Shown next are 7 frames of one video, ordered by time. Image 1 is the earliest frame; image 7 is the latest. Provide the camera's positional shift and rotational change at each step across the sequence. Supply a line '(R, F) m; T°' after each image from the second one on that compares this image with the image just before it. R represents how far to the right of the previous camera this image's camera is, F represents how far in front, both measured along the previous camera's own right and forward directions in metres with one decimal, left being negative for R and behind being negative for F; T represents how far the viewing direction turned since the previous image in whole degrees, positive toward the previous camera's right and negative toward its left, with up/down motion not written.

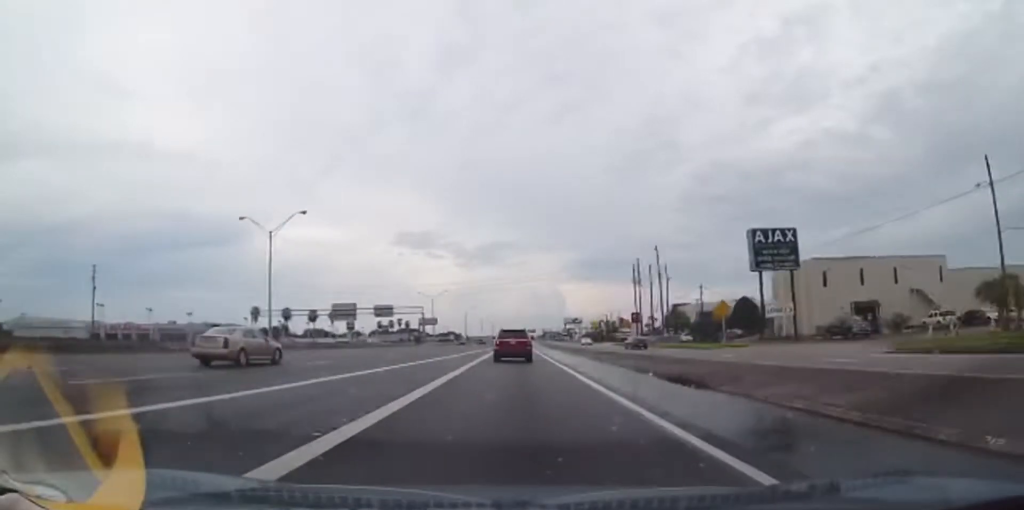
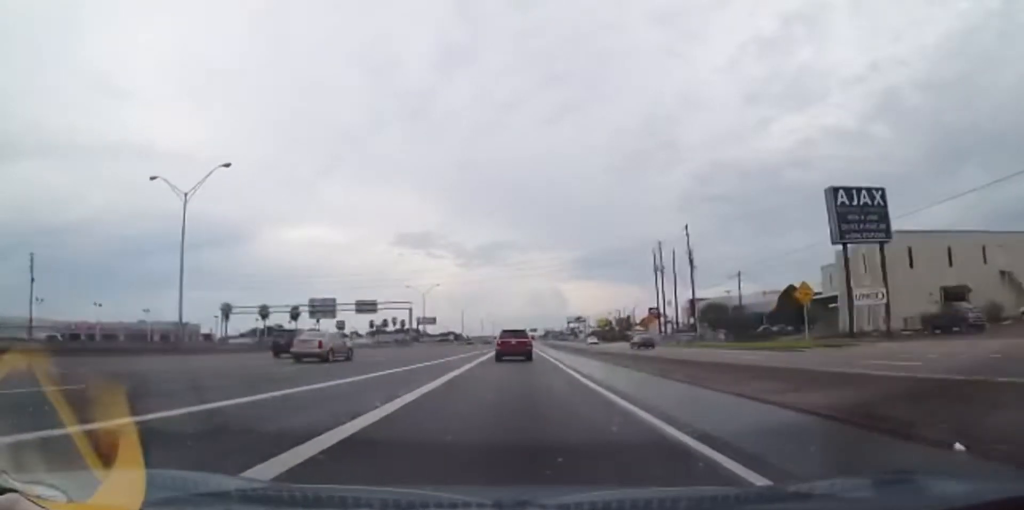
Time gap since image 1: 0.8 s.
(+0.2, +15.5) m; 0°
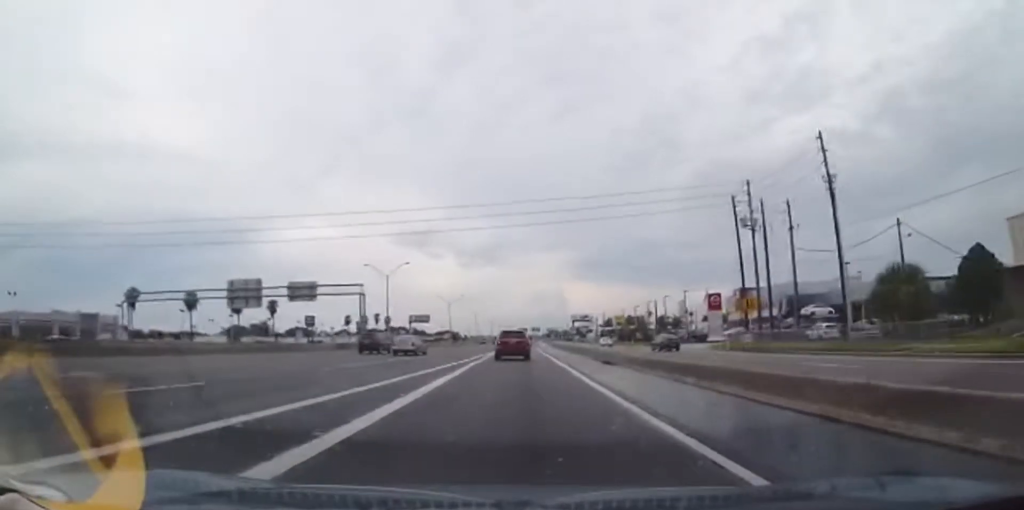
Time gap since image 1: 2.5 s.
(-0.6, +34.2) m; -1°
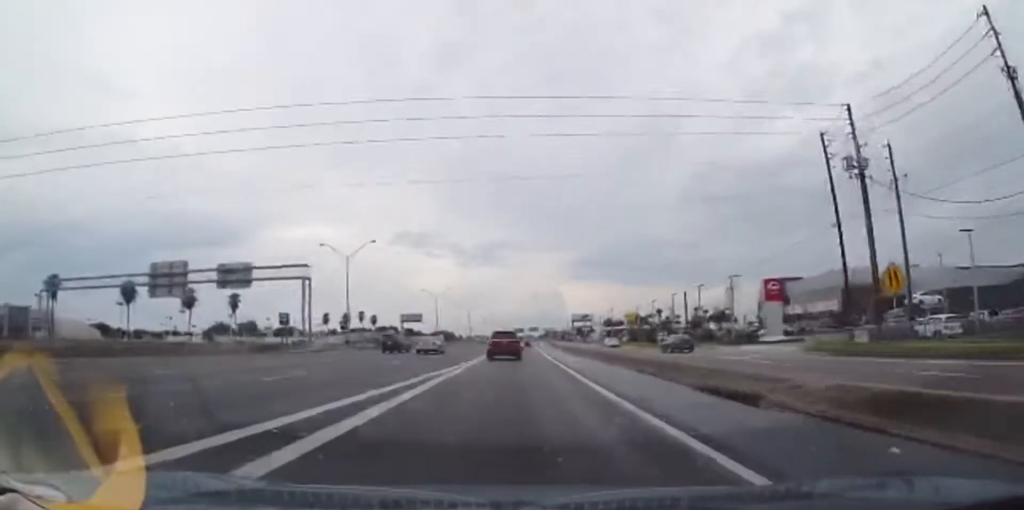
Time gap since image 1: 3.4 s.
(+0.2, +18.7) m; +1°
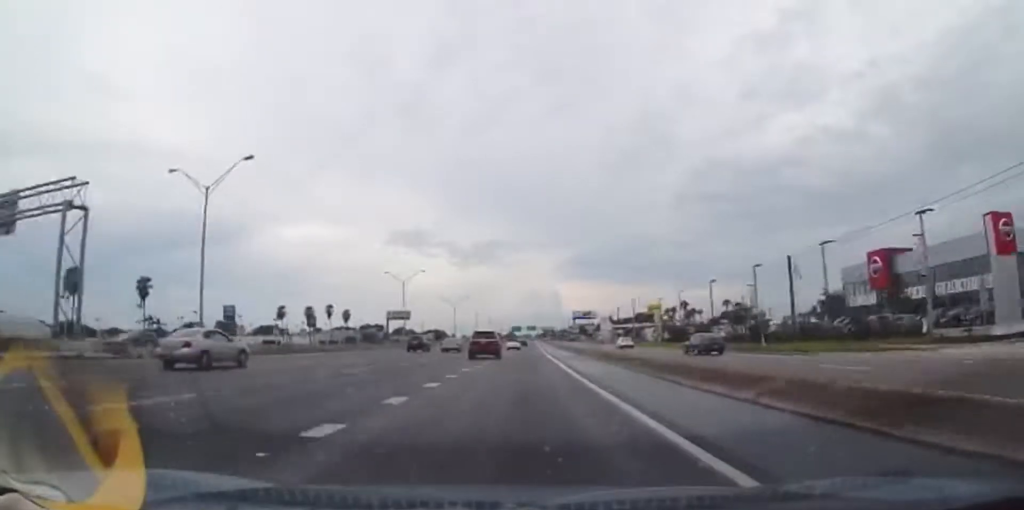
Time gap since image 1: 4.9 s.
(+0.2, +31.6) m; 0°
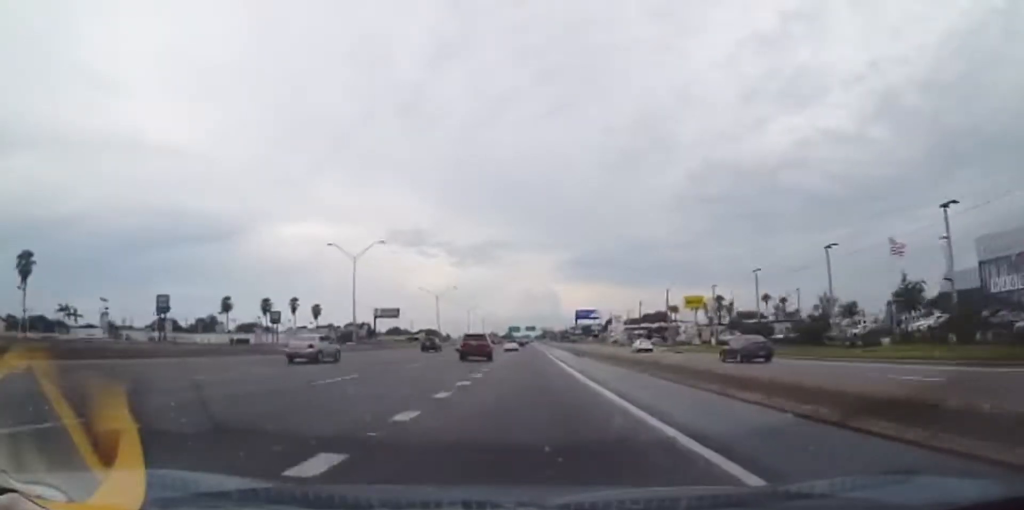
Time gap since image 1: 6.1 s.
(0.0, +27.8) m; 0°
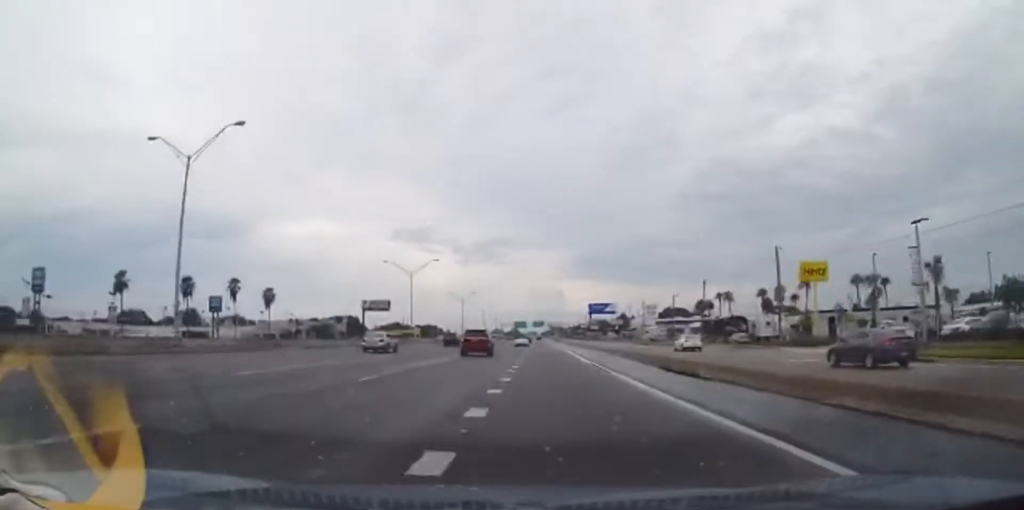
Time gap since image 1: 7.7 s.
(-0.6, +36.8) m; -2°
